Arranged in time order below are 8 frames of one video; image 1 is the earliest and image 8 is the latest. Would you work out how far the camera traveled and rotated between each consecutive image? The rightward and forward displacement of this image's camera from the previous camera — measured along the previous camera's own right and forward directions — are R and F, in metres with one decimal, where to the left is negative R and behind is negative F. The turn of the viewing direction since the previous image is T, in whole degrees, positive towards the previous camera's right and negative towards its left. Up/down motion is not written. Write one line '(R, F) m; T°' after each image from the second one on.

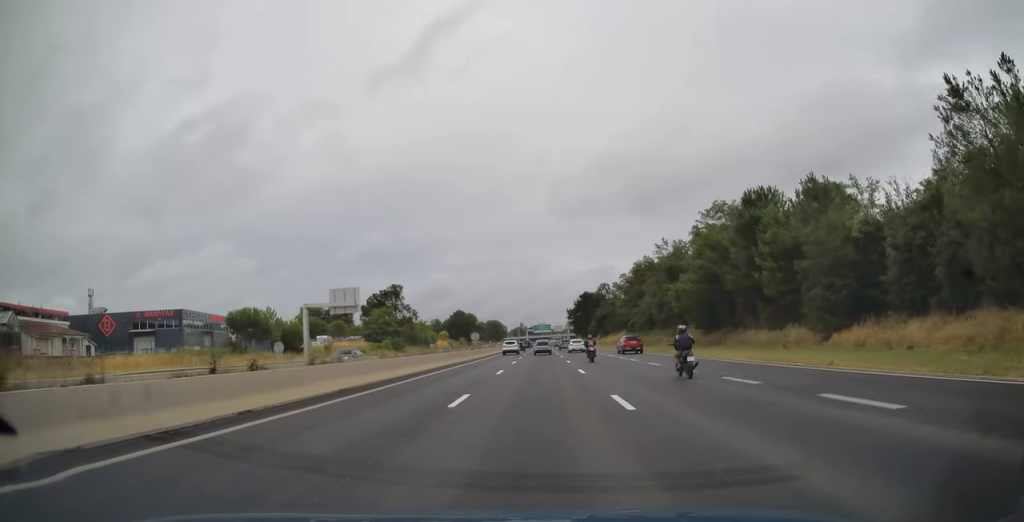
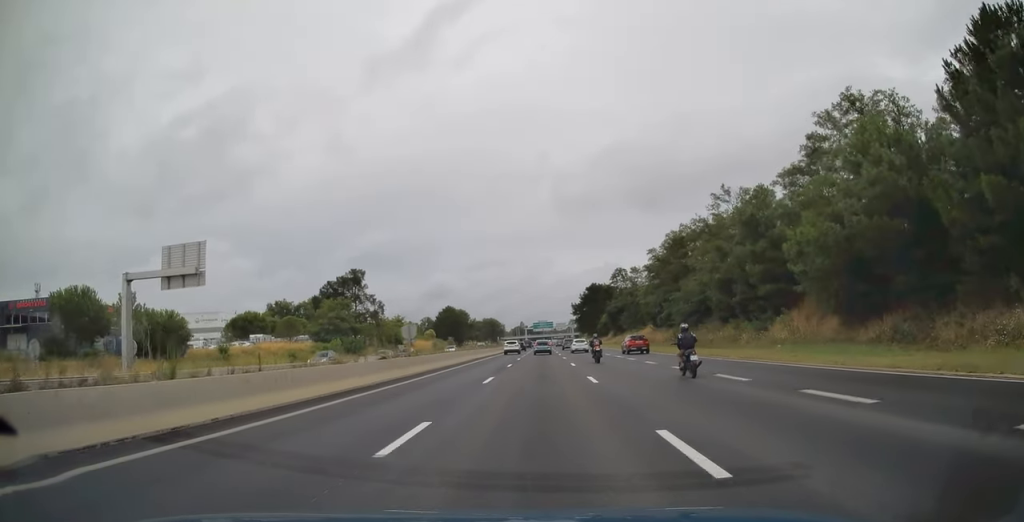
(-0.2, +31.7) m; 0°
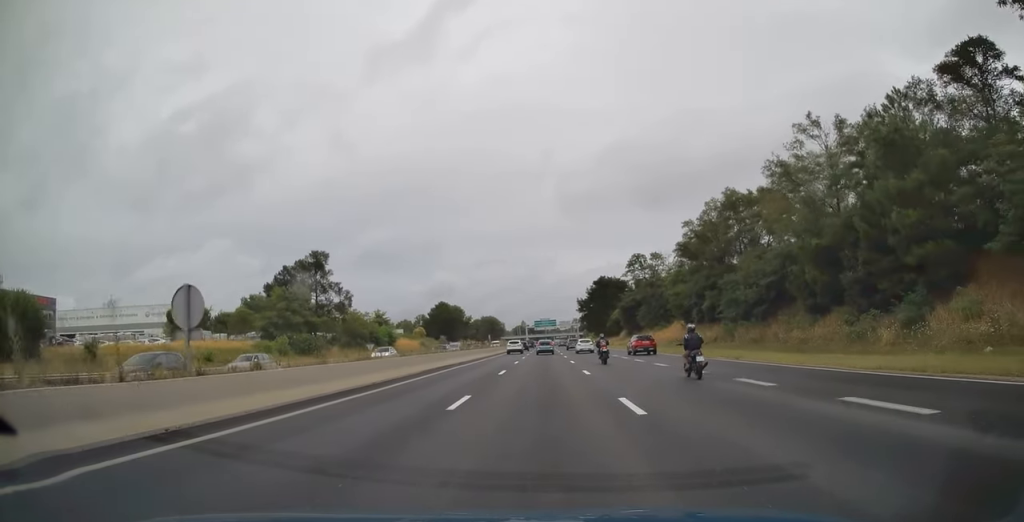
(+0.1, +21.0) m; 0°
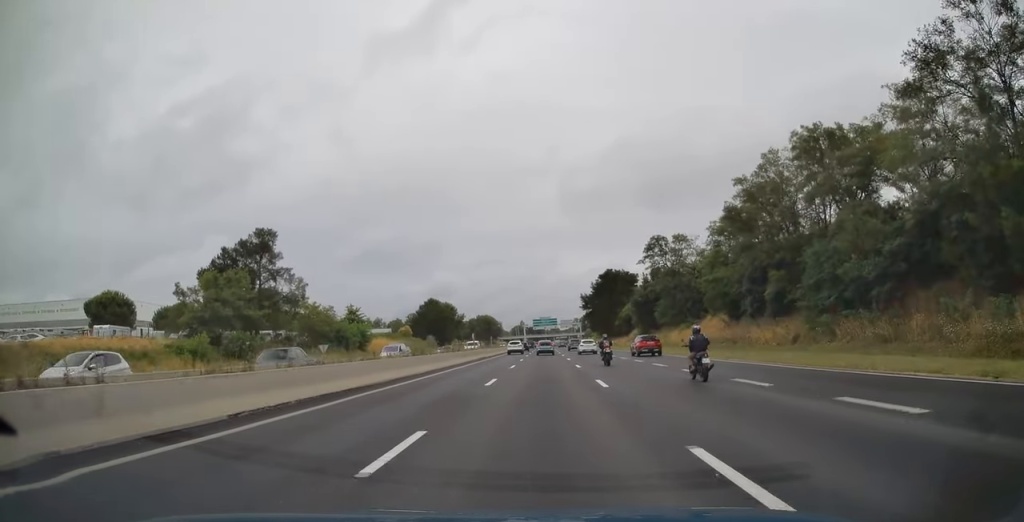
(+0.1, +19.0) m; 0°
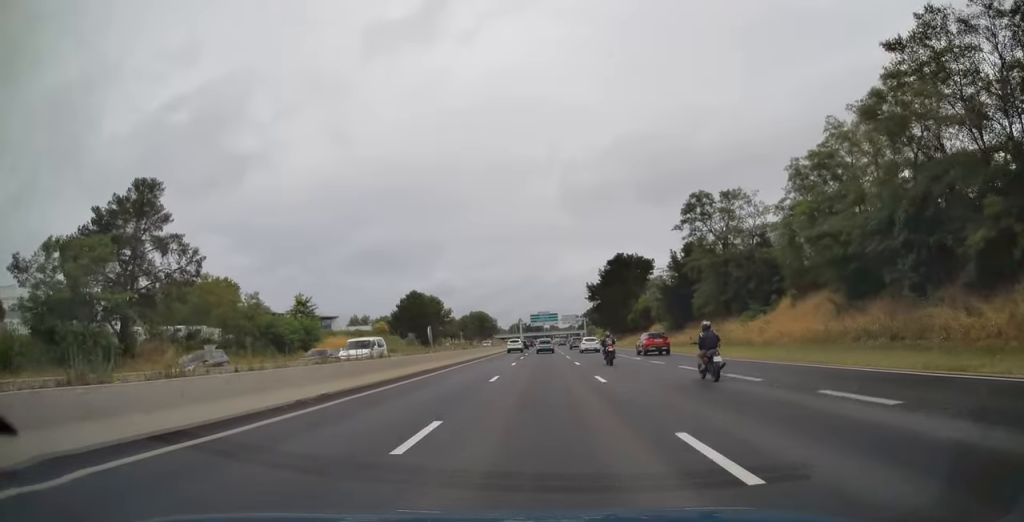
(-0.1, +25.0) m; 0°
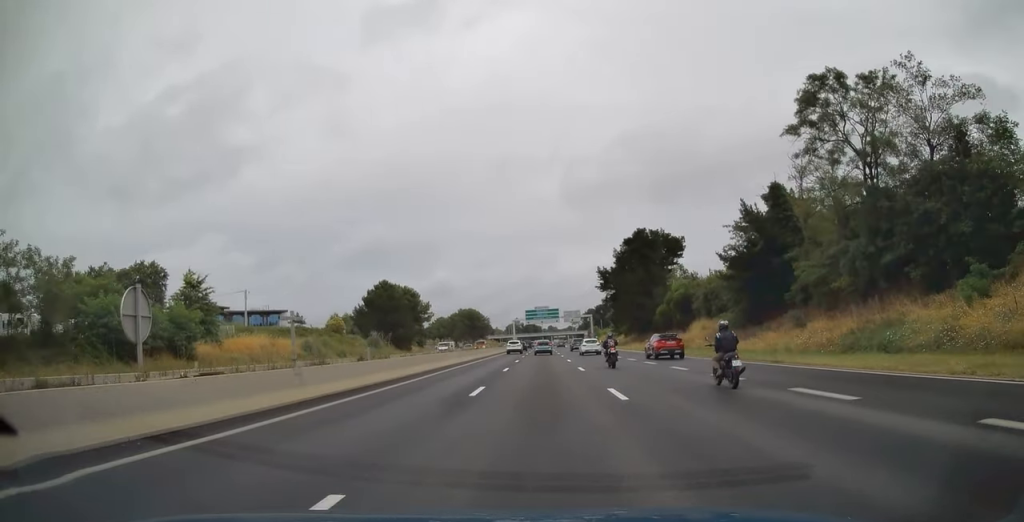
(-0.1, +31.1) m; 0°
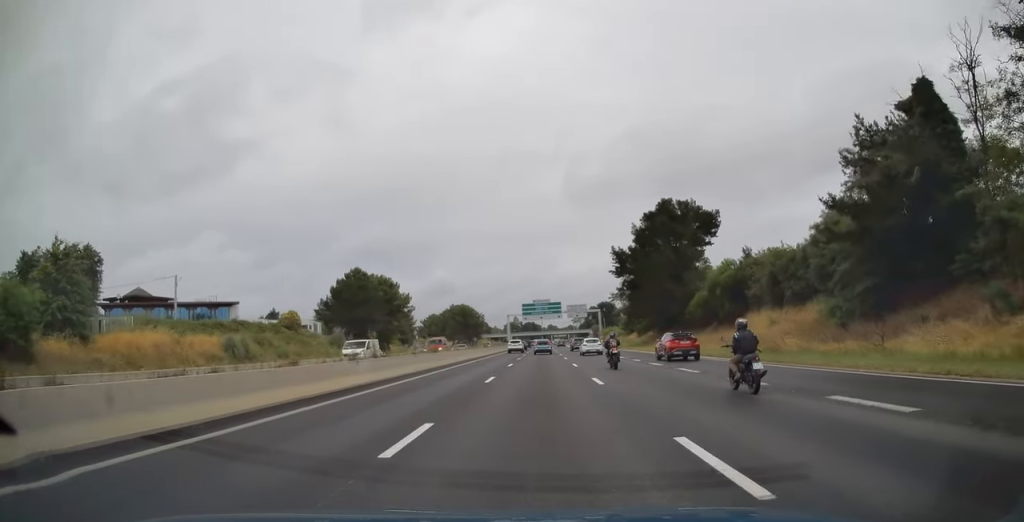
(0.0, +21.5) m; 0°
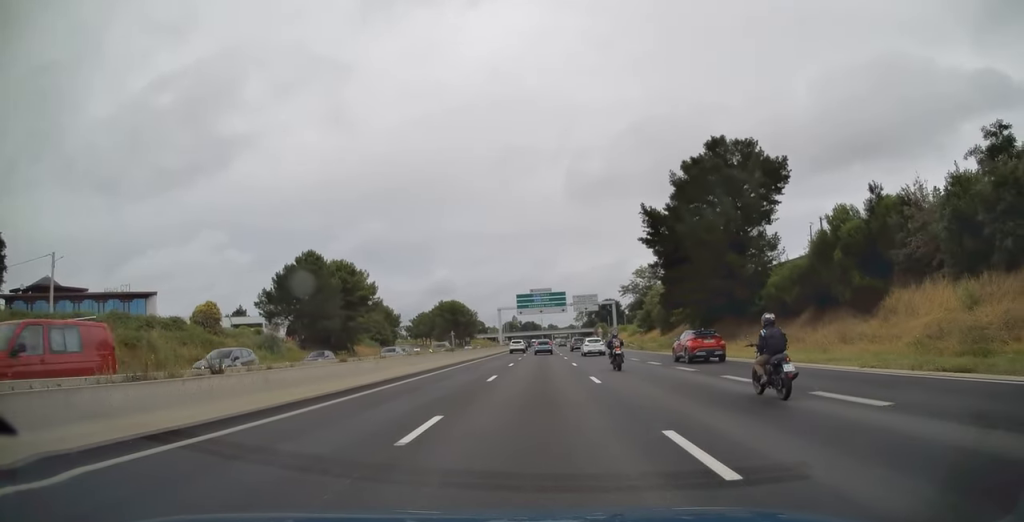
(0.0, +25.4) m; 0°
